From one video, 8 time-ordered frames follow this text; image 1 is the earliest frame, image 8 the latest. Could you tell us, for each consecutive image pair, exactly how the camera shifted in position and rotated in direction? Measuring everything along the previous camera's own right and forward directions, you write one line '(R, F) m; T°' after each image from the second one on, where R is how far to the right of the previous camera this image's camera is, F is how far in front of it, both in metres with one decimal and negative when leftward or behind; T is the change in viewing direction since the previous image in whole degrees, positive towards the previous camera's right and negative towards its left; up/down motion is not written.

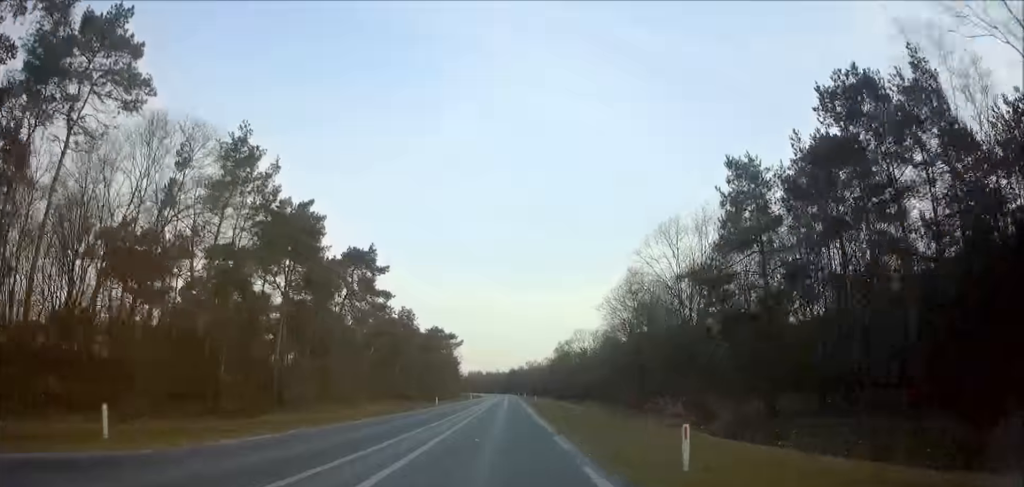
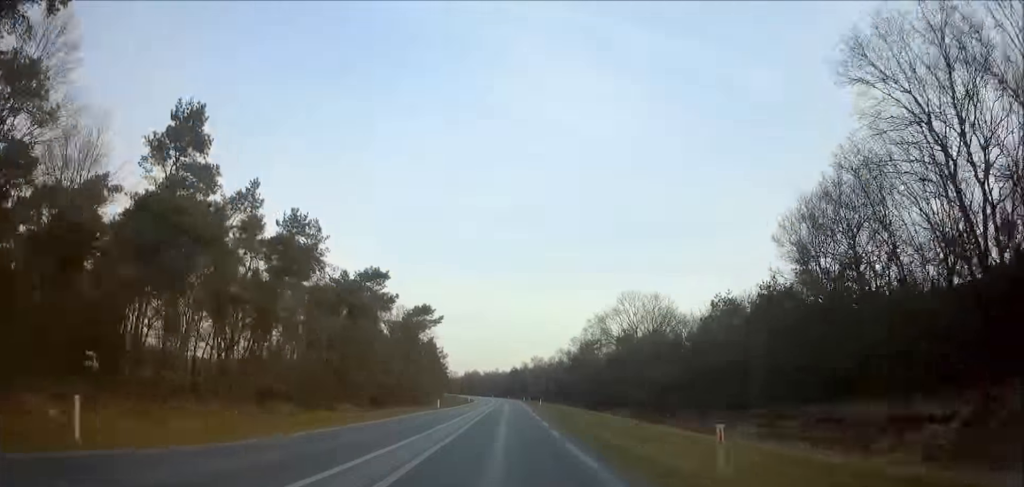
(-0.1, +51.2) m; 0°
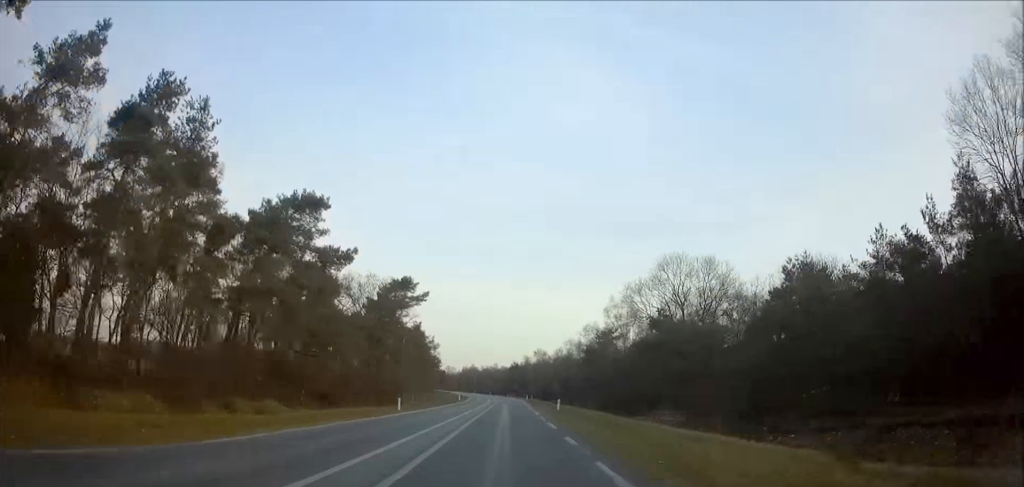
(0.0, +20.9) m; 0°
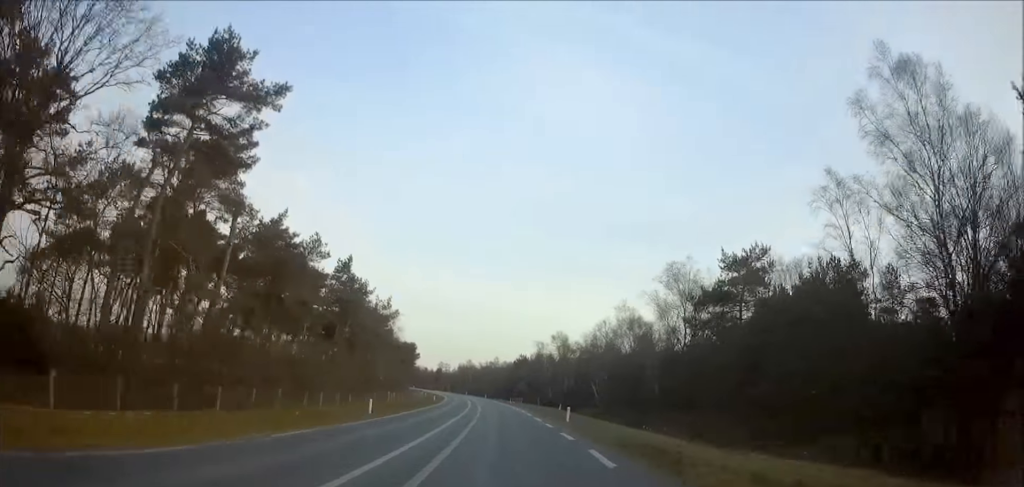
(-0.2, +57.9) m; -1°
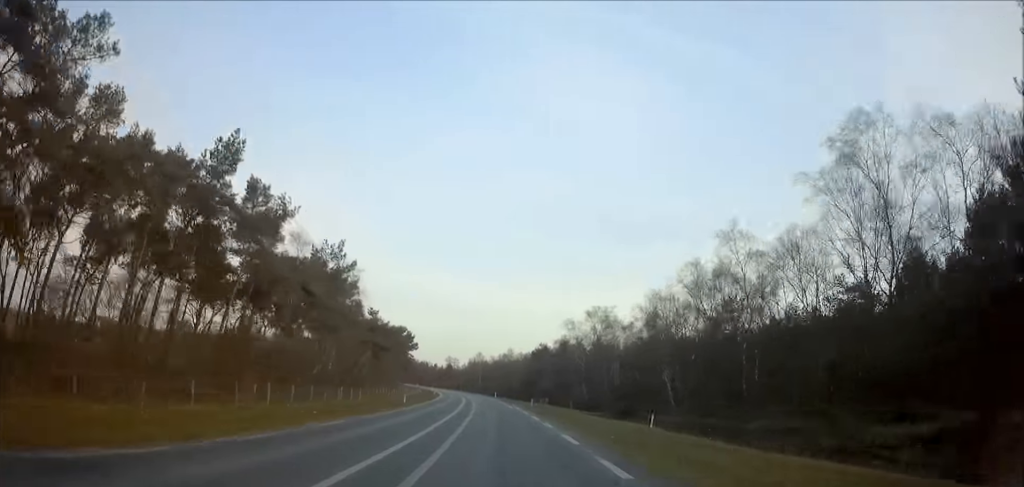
(0.0, +32.3) m; -1°
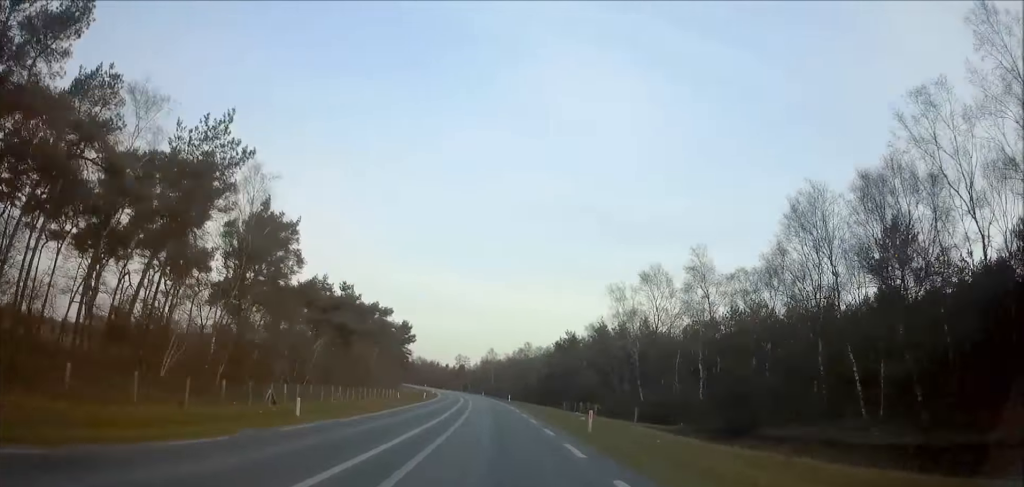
(-0.8, +27.5) m; -1°
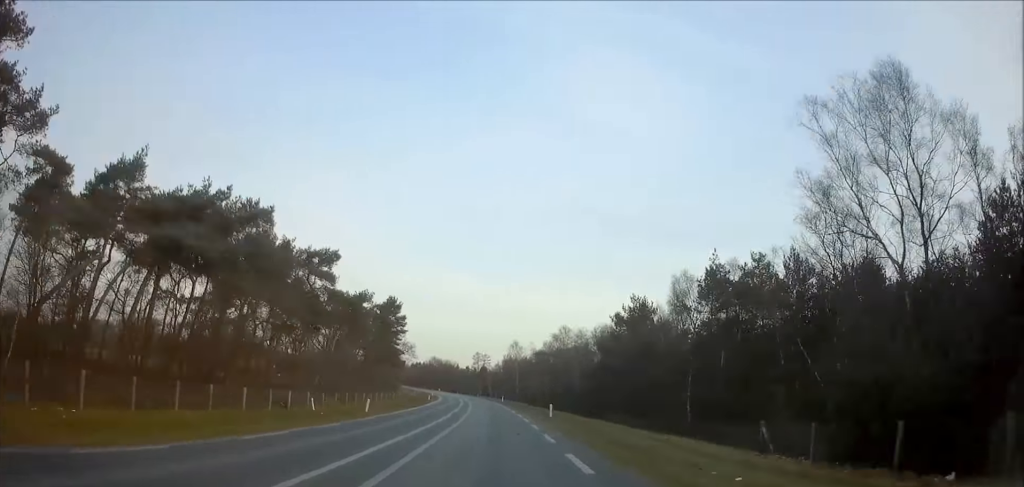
(-0.4, +38.8) m; -2°
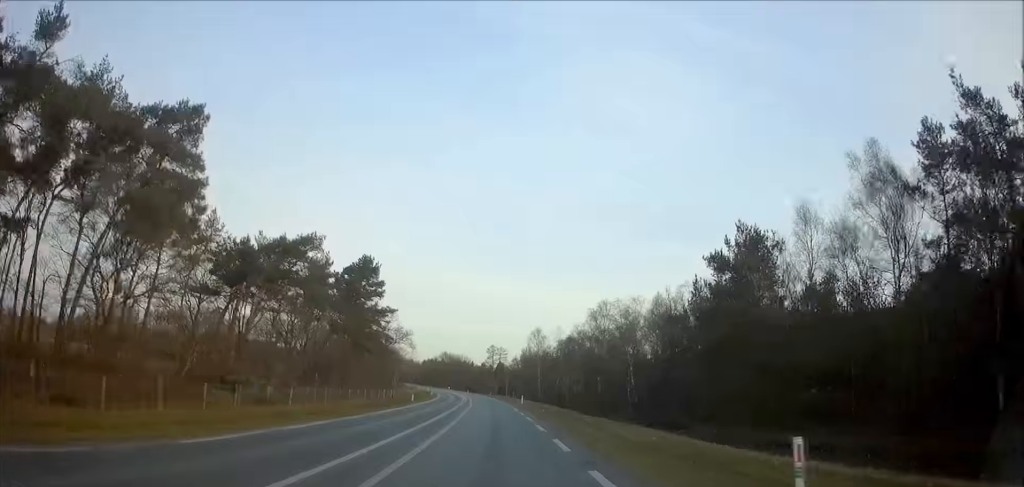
(+0.3, +27.4) m; -1°
